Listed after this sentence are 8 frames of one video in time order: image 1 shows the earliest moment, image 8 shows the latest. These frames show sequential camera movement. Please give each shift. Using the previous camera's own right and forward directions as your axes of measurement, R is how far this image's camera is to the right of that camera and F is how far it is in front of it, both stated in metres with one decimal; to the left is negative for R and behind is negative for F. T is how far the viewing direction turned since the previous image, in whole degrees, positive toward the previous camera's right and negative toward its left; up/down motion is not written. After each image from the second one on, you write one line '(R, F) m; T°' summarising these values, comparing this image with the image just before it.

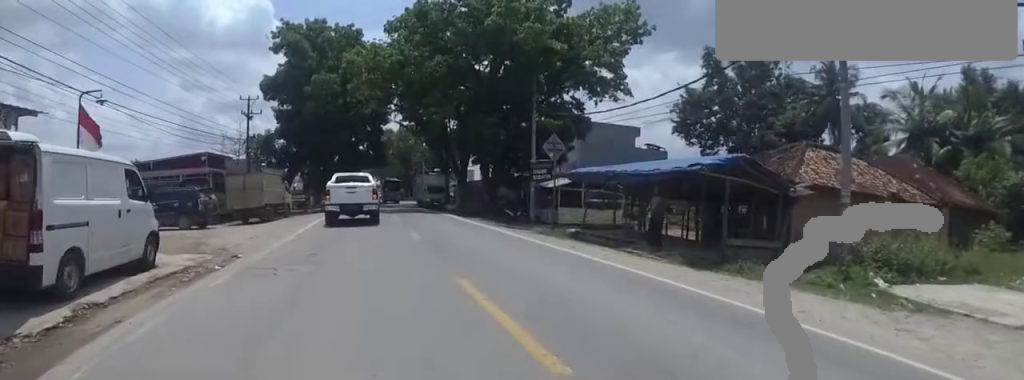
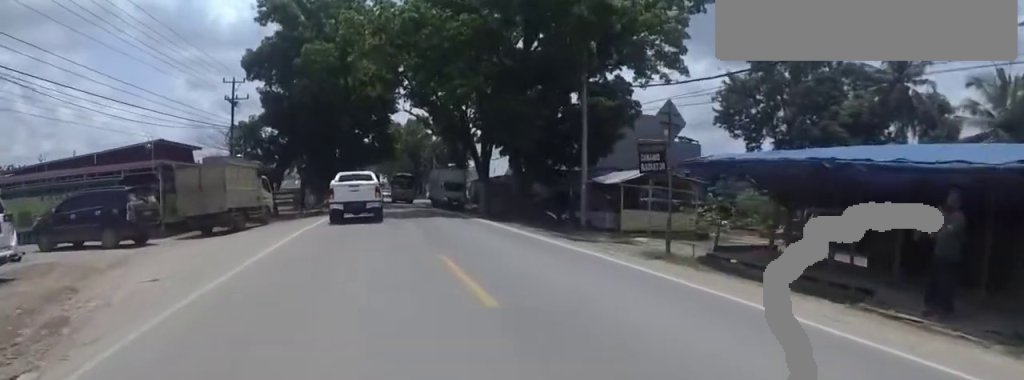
(0.0, +6.9) m; 0°
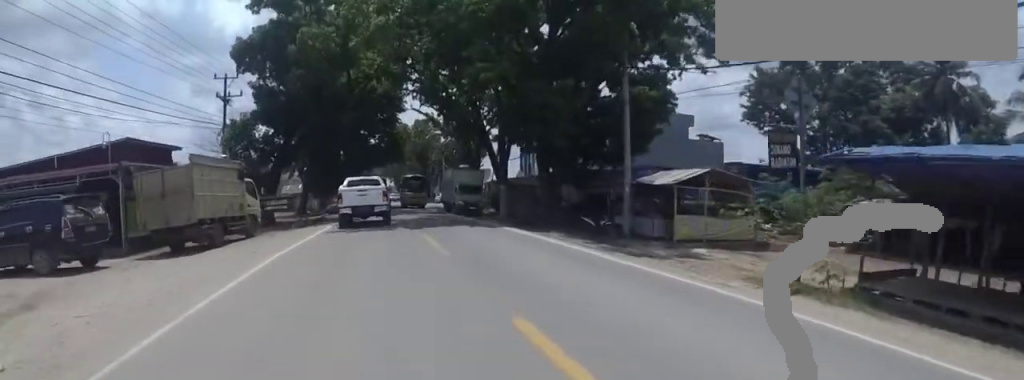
(0.0, +3.7) m; 0°
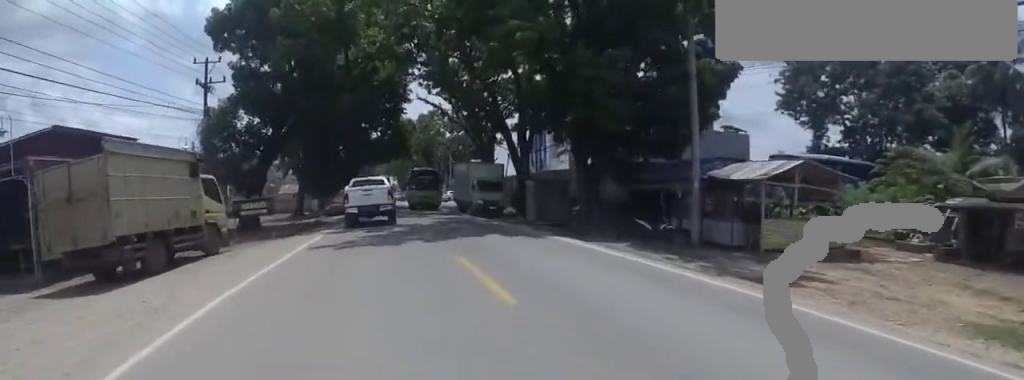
(0.0, +4.6) m; 0°
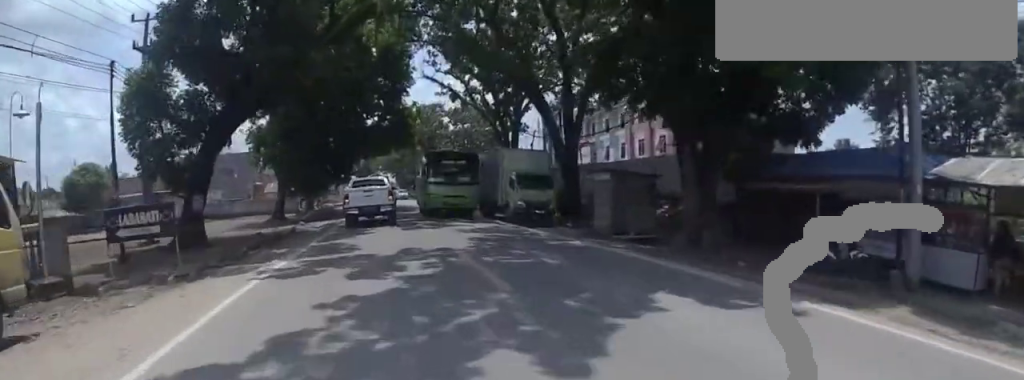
(0.0, +7.9) m; 0°
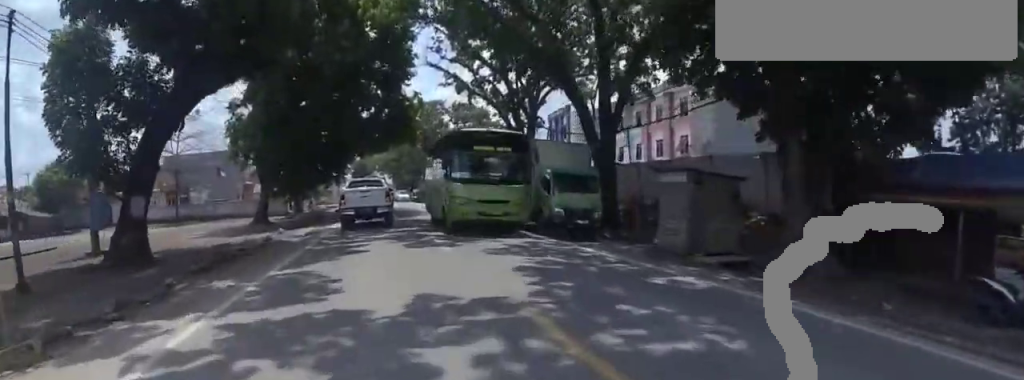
(0.0, +4.1) m; 0°
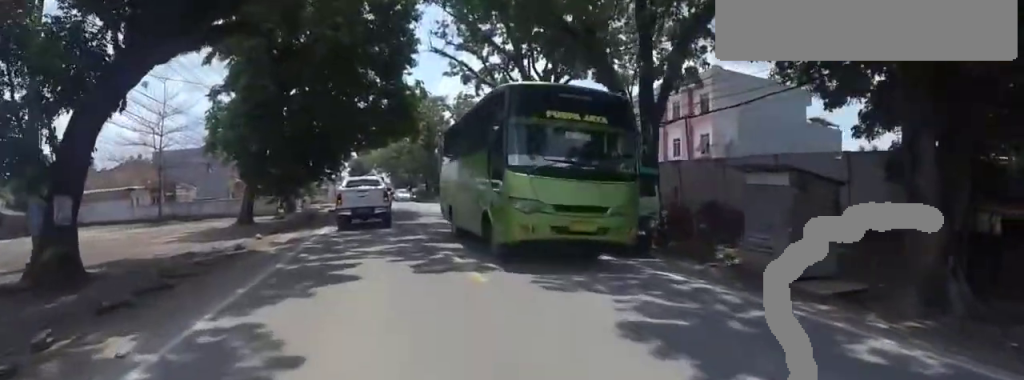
(0.0, +3.1) m; +2°
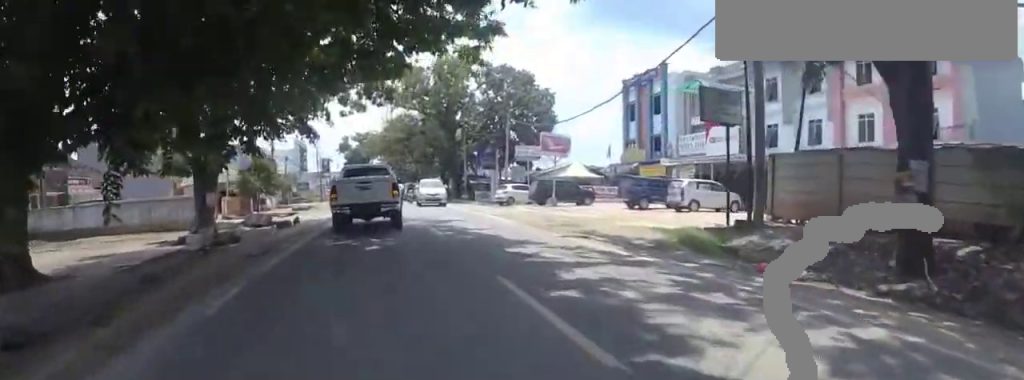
(+2.2, +19.6) m; +5°
